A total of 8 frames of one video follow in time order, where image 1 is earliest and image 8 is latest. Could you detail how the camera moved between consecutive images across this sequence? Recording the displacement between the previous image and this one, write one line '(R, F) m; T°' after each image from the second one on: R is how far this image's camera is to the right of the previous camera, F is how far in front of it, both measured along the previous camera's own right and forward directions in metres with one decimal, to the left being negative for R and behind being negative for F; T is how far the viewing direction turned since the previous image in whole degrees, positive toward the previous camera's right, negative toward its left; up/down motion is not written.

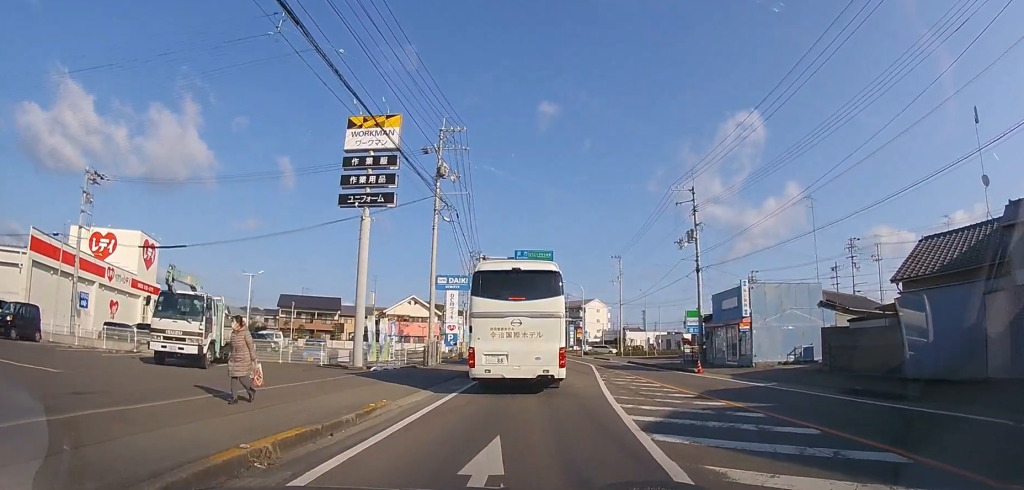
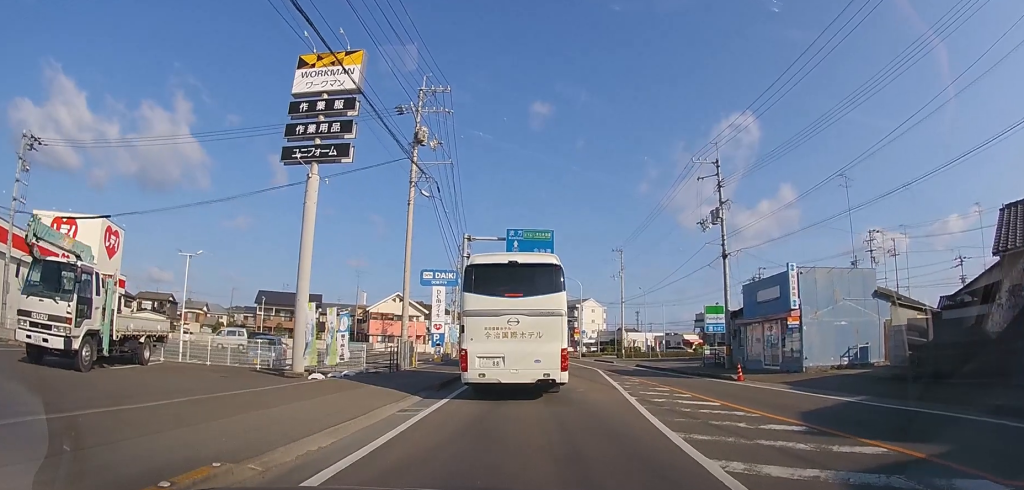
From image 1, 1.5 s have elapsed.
(0.0, +5.6) m; 0°
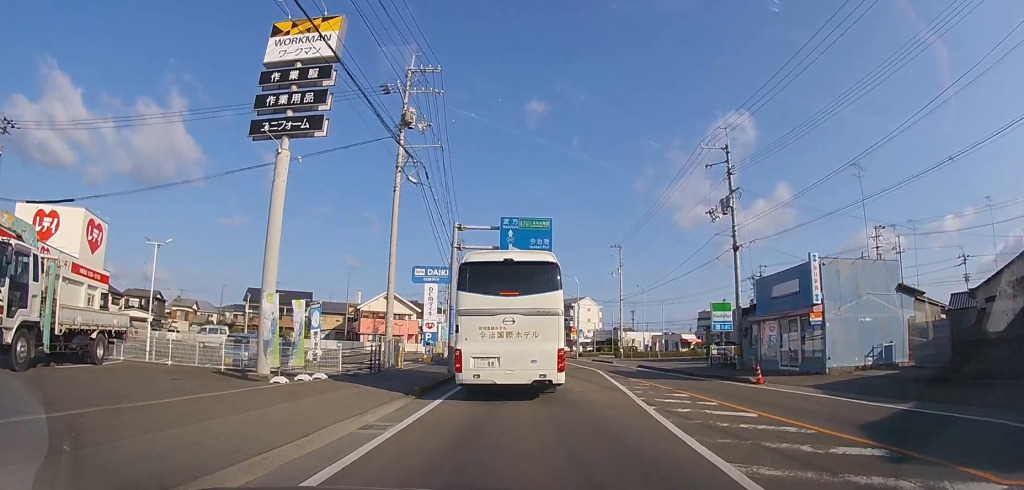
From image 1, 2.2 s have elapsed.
(0.0, +2.1) m; +1°
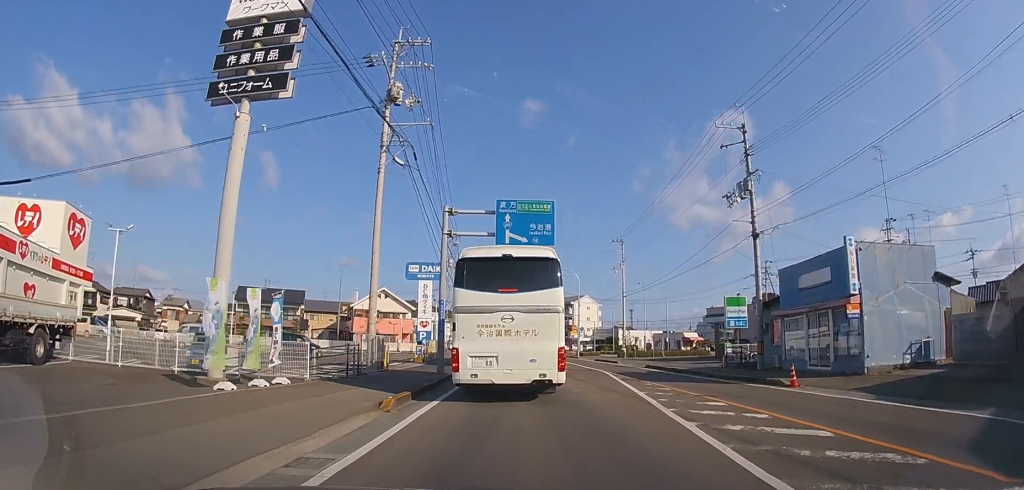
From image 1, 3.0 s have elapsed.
(0.0, +2.4) m; +1°
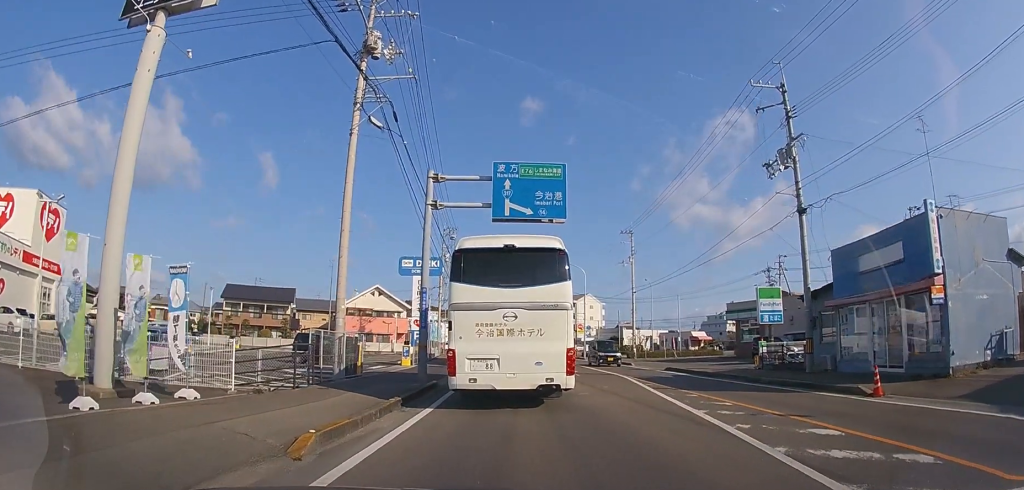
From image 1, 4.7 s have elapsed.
(0.0, +4.1) m; +1°
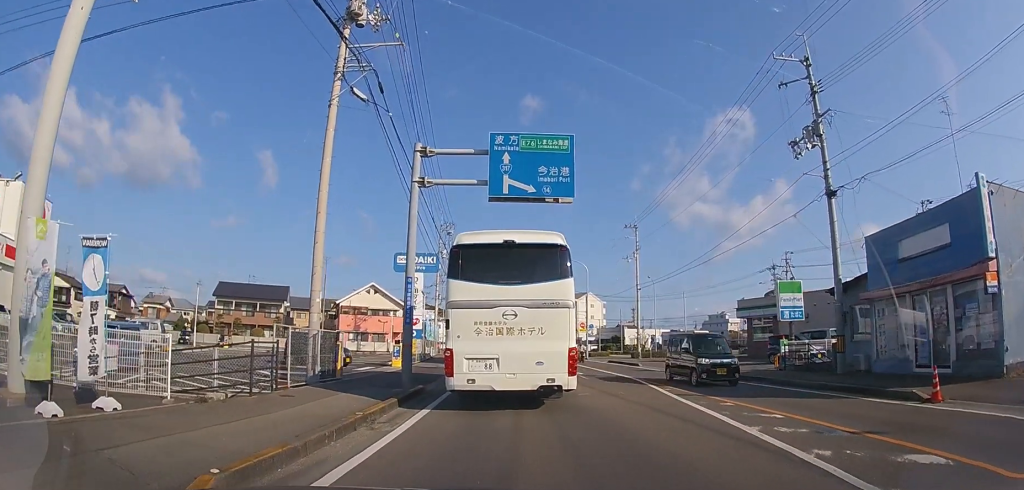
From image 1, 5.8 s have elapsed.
(0.0, +2.3) m; 0°
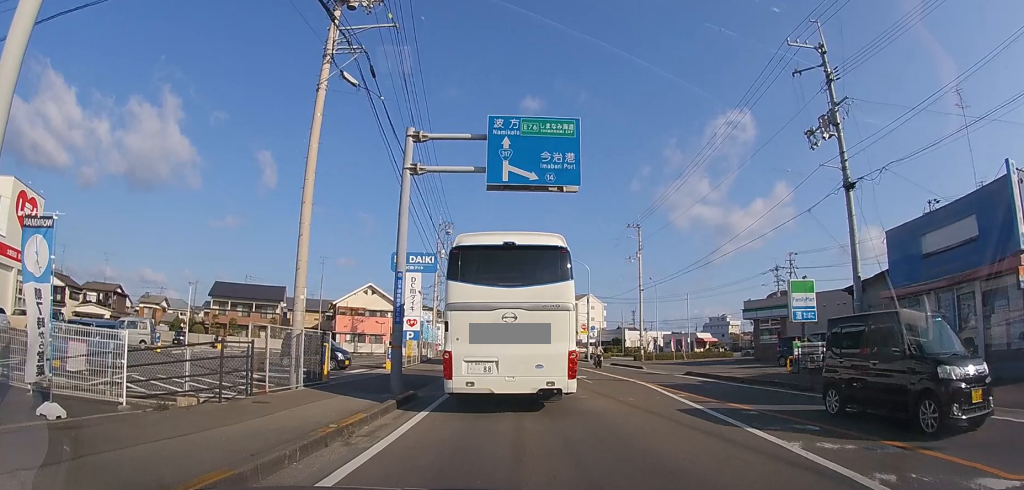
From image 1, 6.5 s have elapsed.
(0.0, +1.4) m; +1°
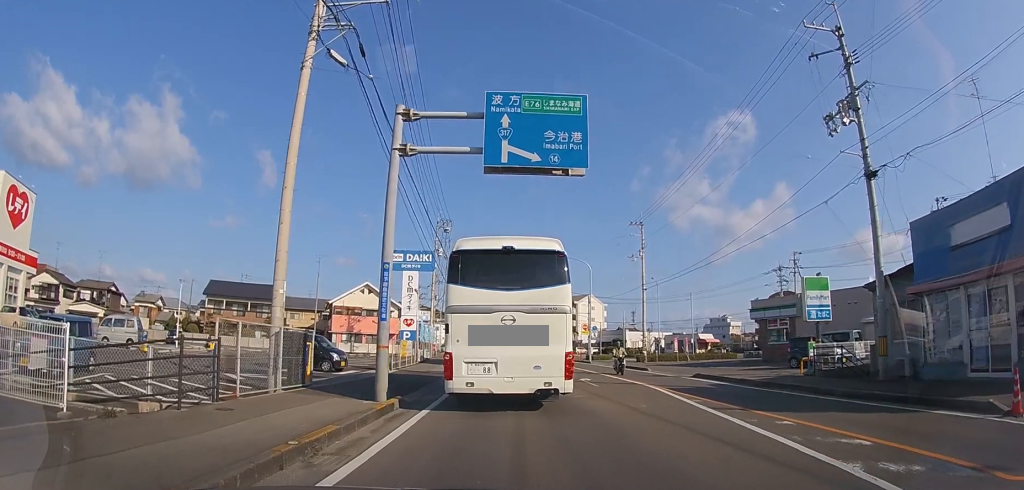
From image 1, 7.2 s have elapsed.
(0.0, +1.6) m; +1°
